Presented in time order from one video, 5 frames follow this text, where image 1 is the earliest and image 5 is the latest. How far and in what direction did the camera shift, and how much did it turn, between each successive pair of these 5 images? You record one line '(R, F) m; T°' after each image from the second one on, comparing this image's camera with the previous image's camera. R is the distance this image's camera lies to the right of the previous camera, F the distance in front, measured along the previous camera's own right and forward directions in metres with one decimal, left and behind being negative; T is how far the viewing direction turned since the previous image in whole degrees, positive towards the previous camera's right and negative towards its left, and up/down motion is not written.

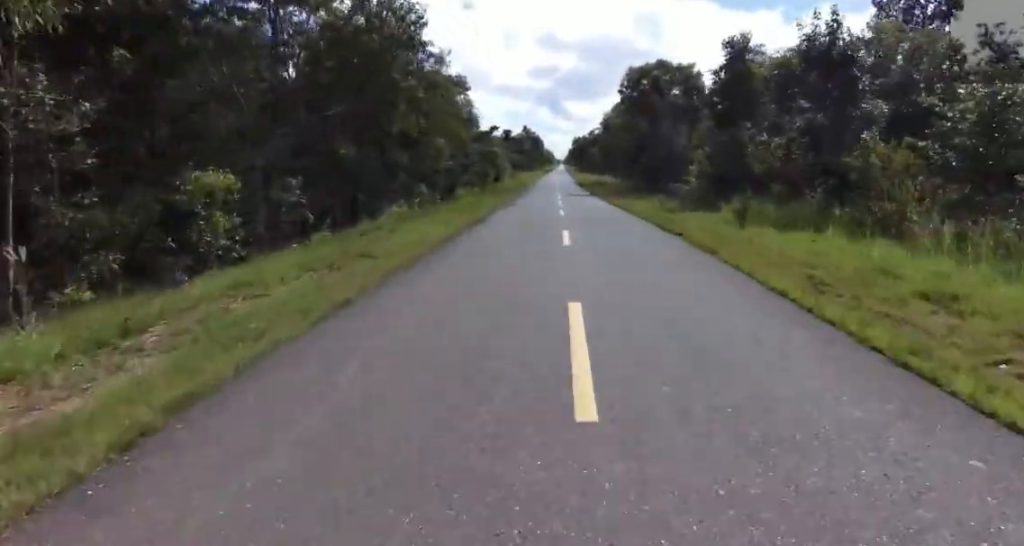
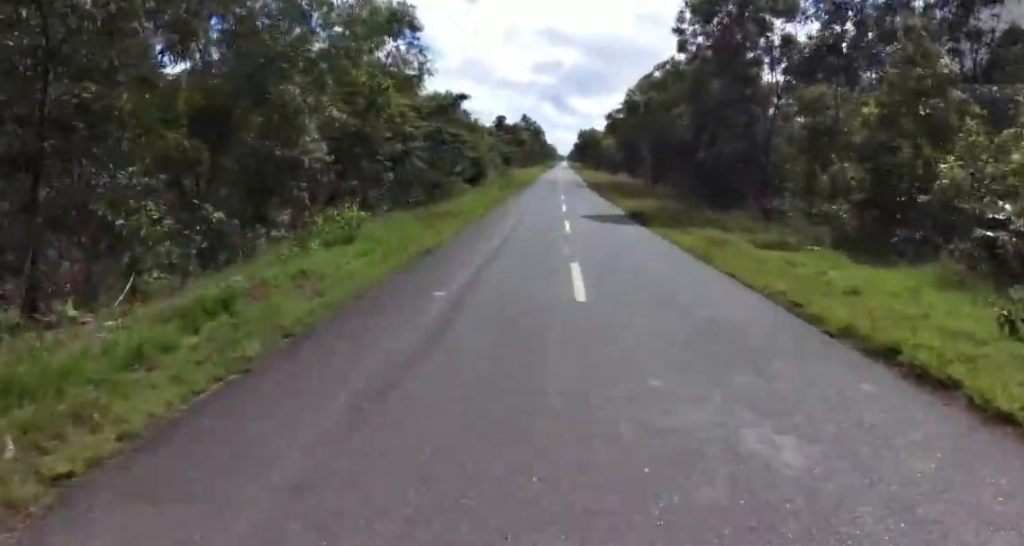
(+0.7, +21.5) m; +4°
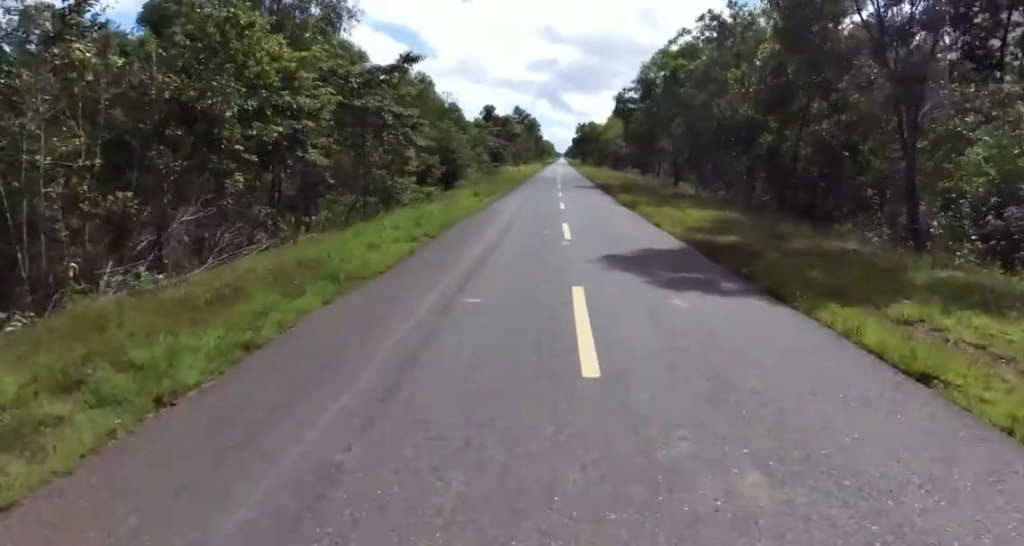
(+0.3, +11.2) m; 0°
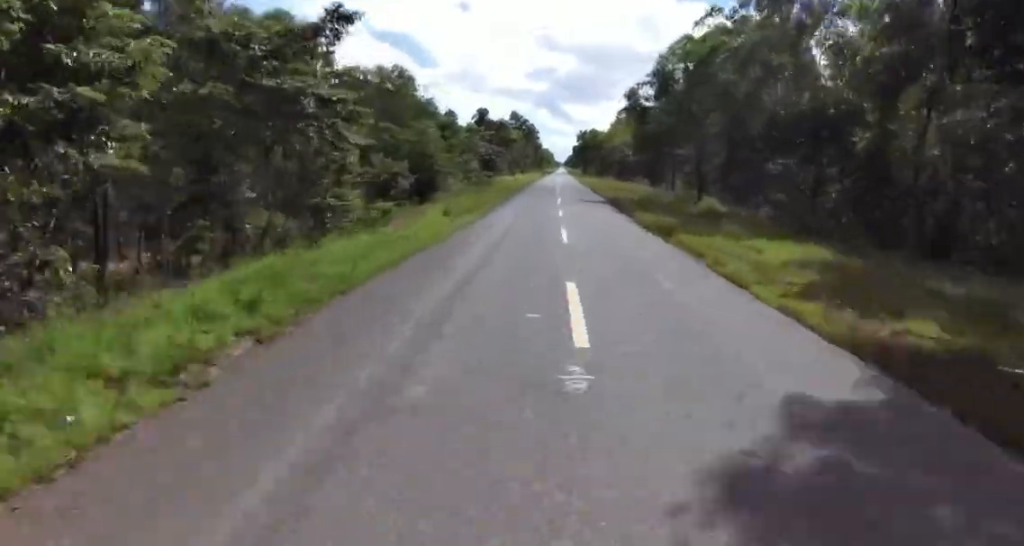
(+0.2, +7.3) m; -3°
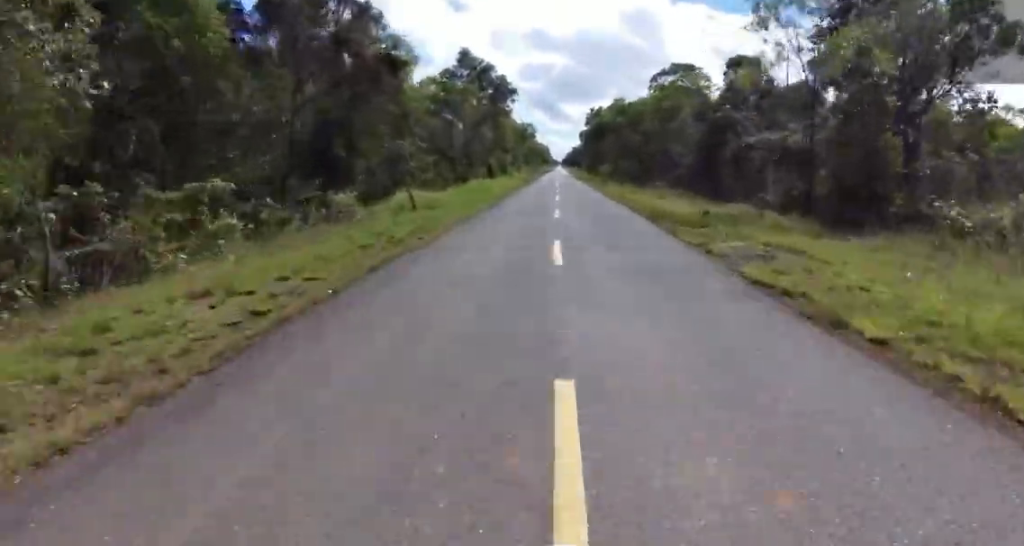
(-1.6, +53.6) m; -2°
